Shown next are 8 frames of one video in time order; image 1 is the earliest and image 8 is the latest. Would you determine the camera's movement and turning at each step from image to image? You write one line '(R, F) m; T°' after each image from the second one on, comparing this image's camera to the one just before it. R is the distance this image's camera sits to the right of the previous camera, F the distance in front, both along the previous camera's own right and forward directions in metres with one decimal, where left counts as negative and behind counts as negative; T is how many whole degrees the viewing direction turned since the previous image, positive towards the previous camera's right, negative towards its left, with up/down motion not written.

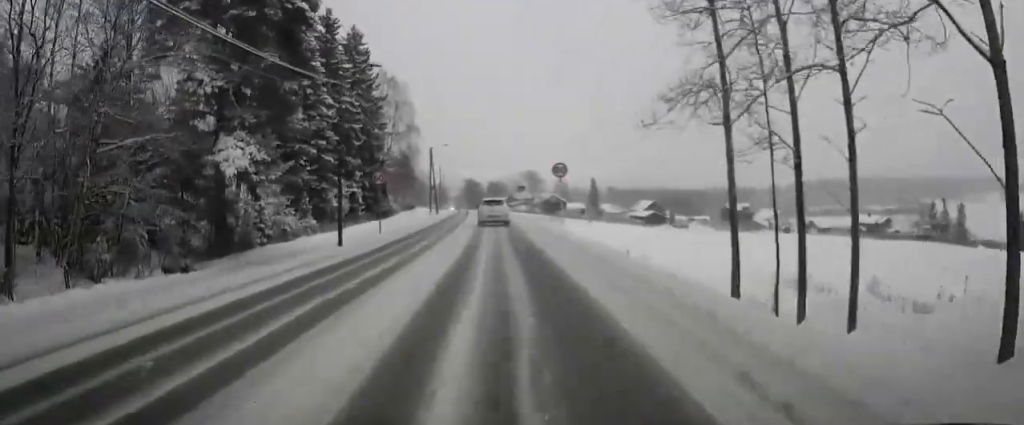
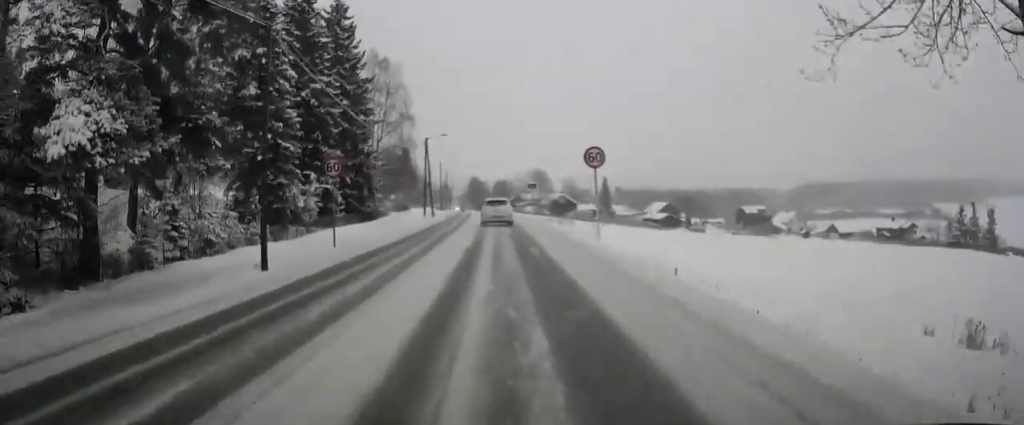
(0.0, +10.3) m; -1°
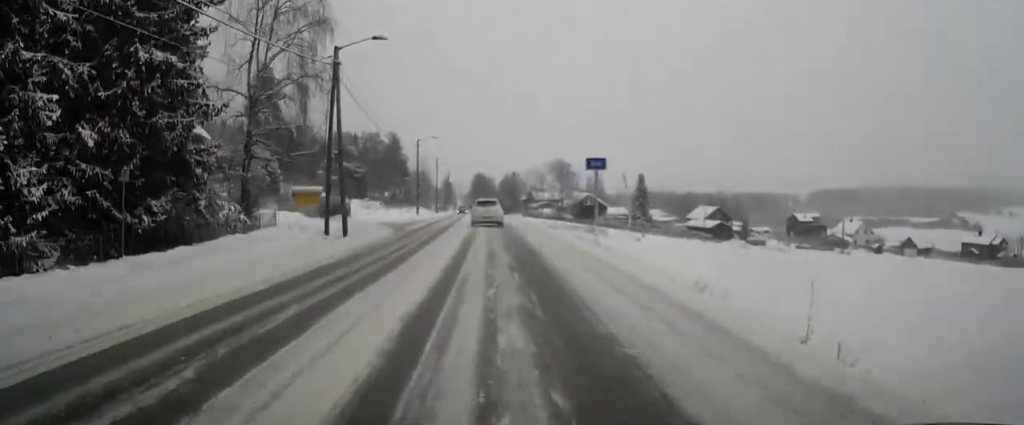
(-0.8, +36.4) m; -1°
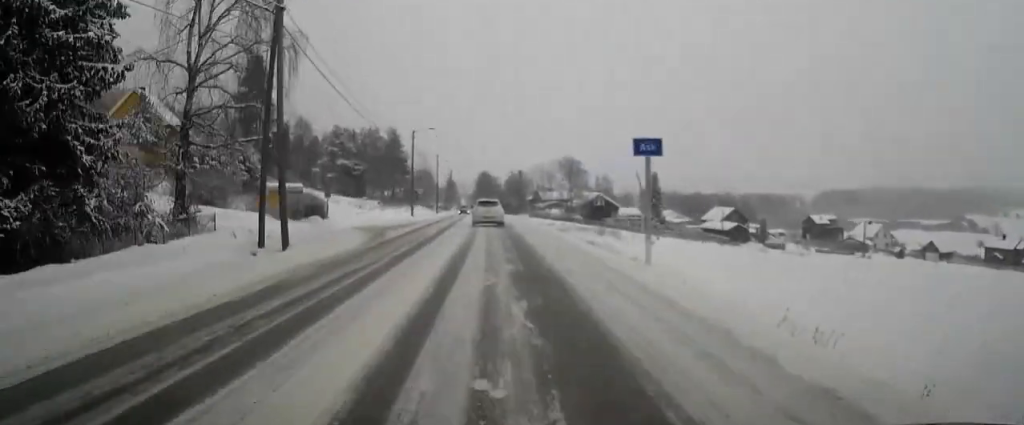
(0.0, +7.6) m; 0°
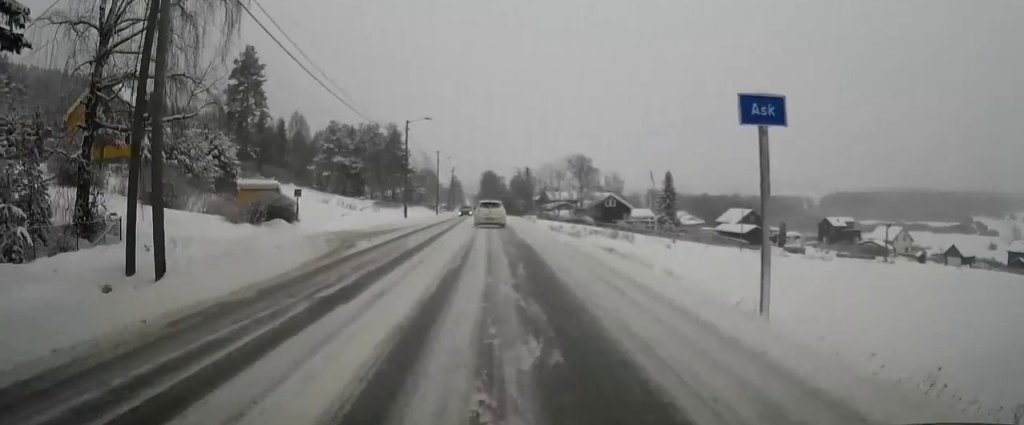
(0.0, +7.1) m; 0°
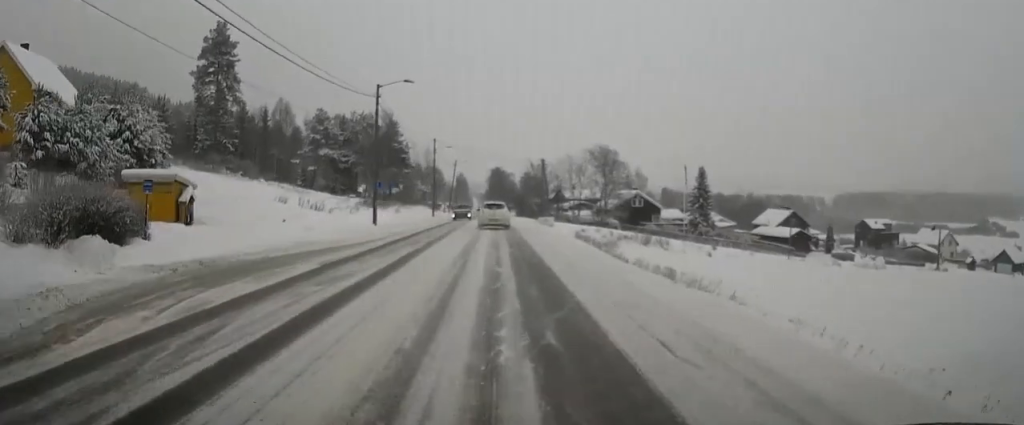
(0.0, +15.8) m; 0°
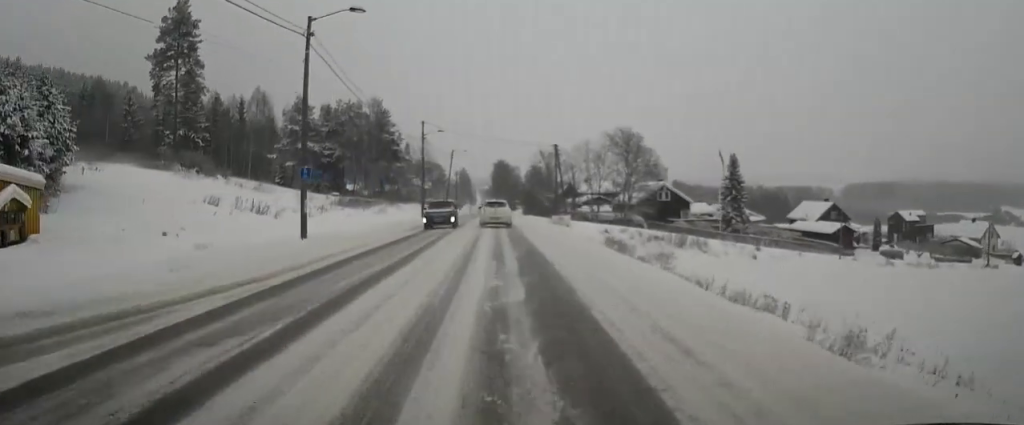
(0.0, +13.8) m; -1°
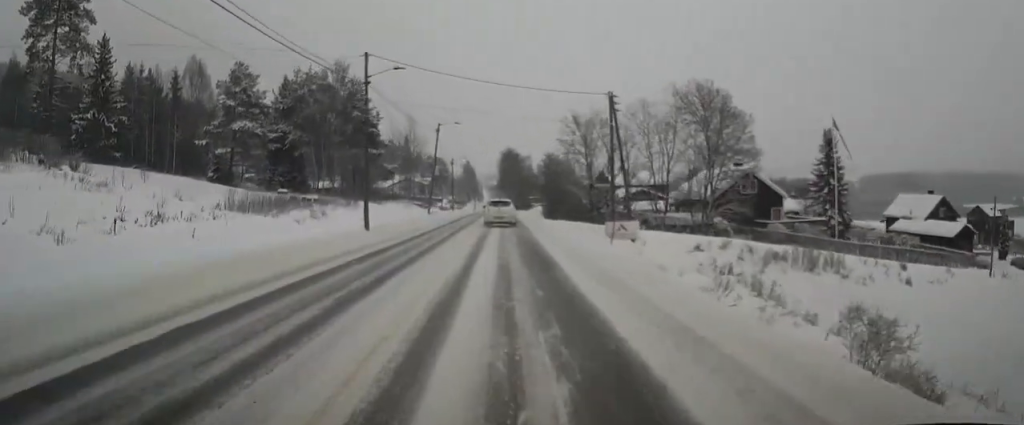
(-0.6, +28.0) m; -1°
